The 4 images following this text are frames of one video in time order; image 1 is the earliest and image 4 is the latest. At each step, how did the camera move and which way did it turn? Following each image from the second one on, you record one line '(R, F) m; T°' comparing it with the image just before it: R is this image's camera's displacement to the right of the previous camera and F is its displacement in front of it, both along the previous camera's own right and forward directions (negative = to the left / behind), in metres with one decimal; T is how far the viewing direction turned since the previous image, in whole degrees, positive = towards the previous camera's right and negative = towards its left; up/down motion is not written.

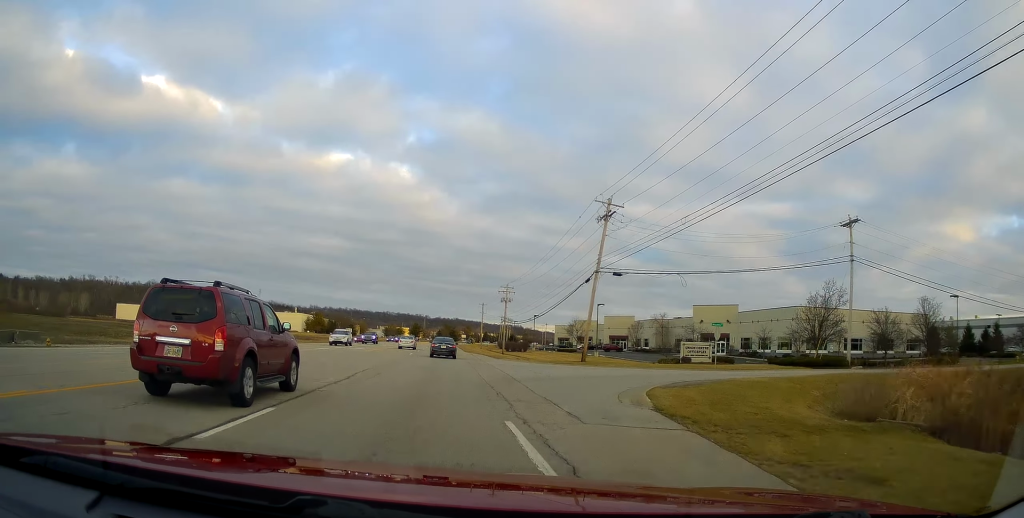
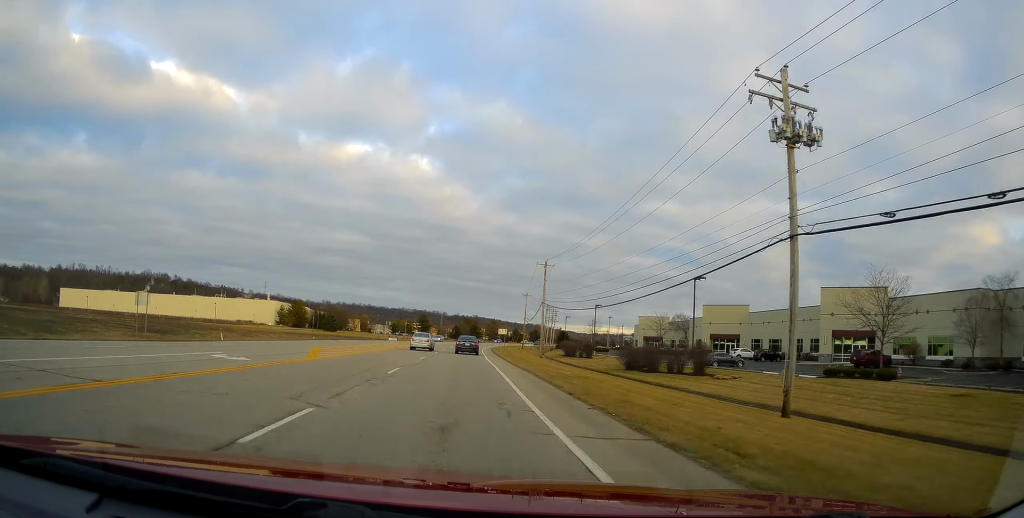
(-2.1, +86.5) m; -2°
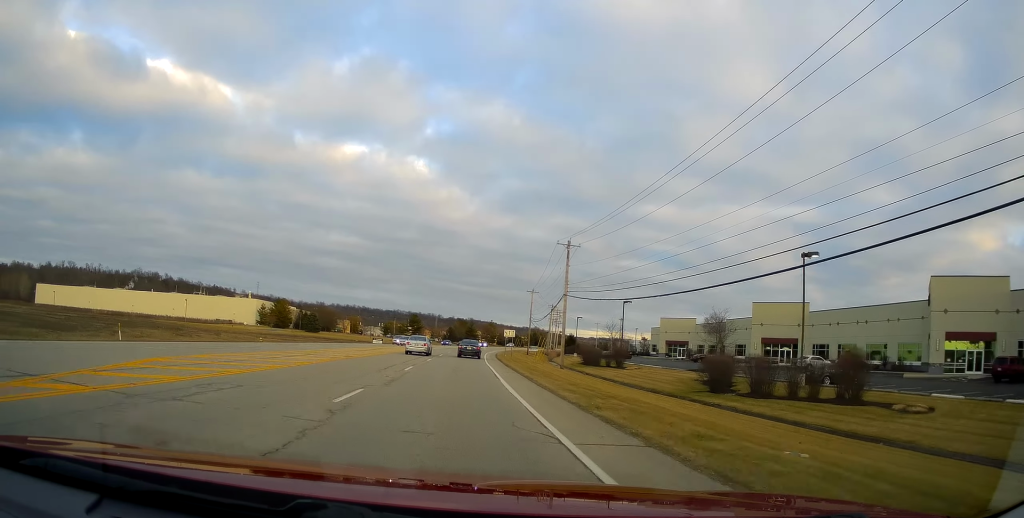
(-0.2, +19.8) m; 0°
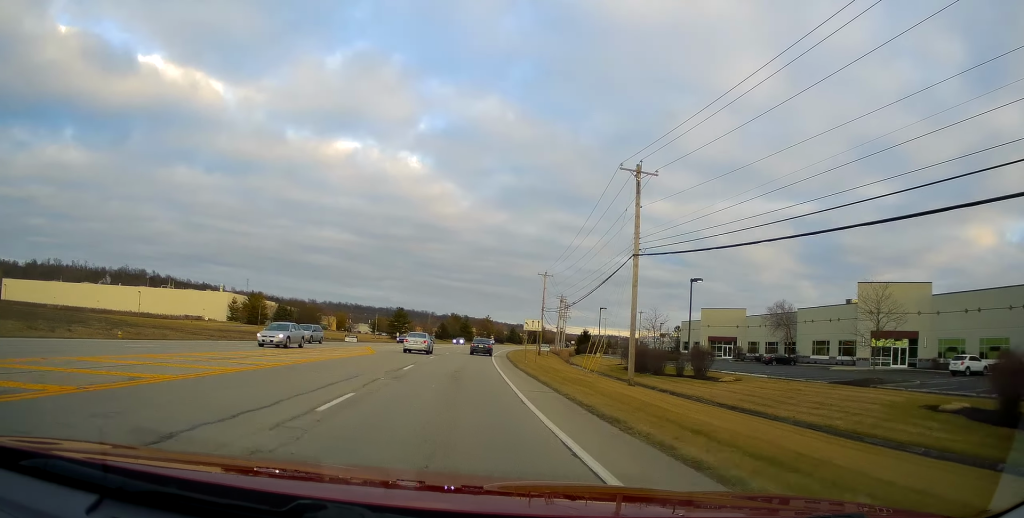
(+0.3, +26.1) m; +2°
